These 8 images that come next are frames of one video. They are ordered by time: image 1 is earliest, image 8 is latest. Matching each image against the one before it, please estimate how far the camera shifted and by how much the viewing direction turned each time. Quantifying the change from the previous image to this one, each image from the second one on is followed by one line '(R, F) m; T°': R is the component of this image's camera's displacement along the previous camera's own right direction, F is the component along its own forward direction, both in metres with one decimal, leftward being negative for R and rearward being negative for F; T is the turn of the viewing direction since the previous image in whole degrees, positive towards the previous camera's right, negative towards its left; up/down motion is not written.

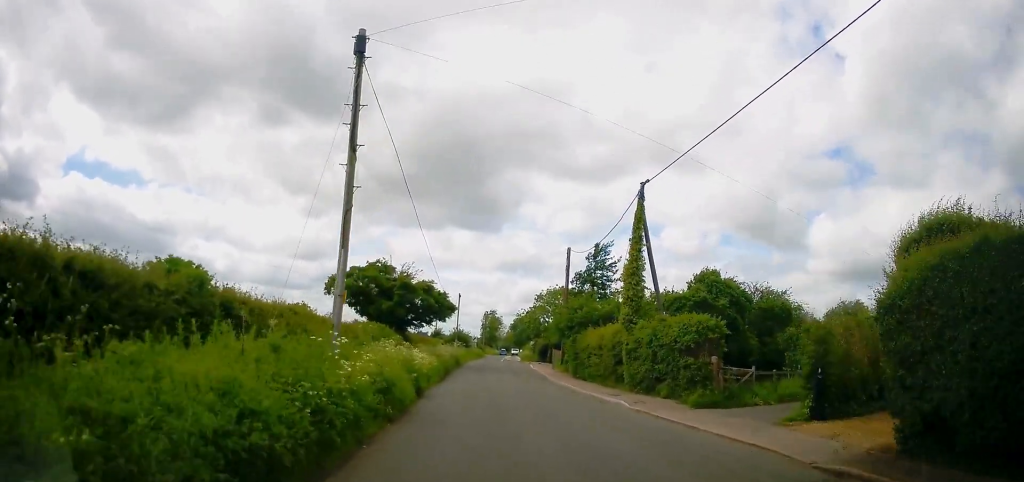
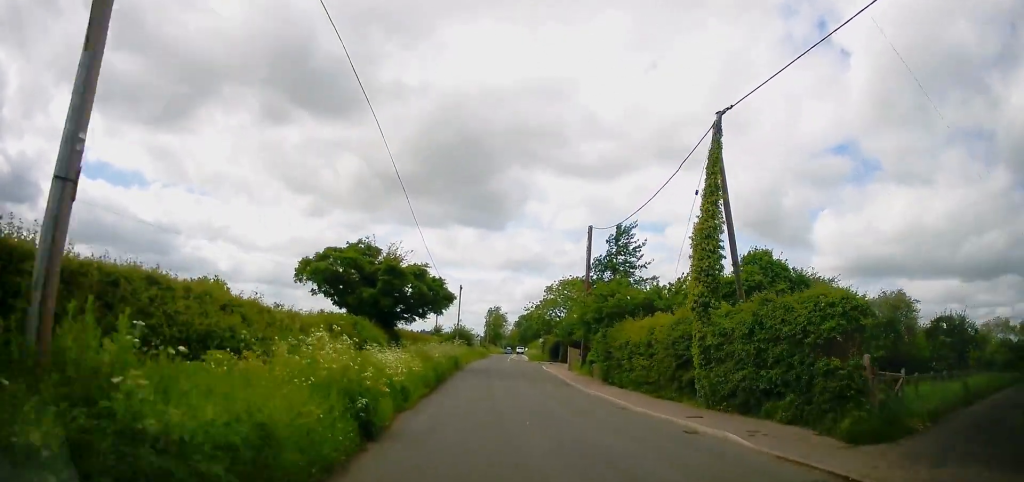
(-0.2, +7.4) m; -1°
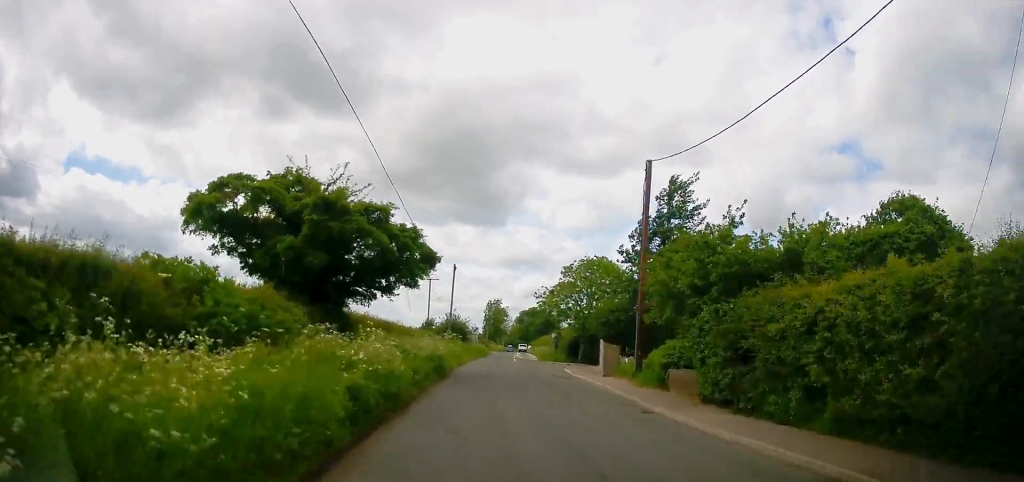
(+0.2, +13.4) m; 0°
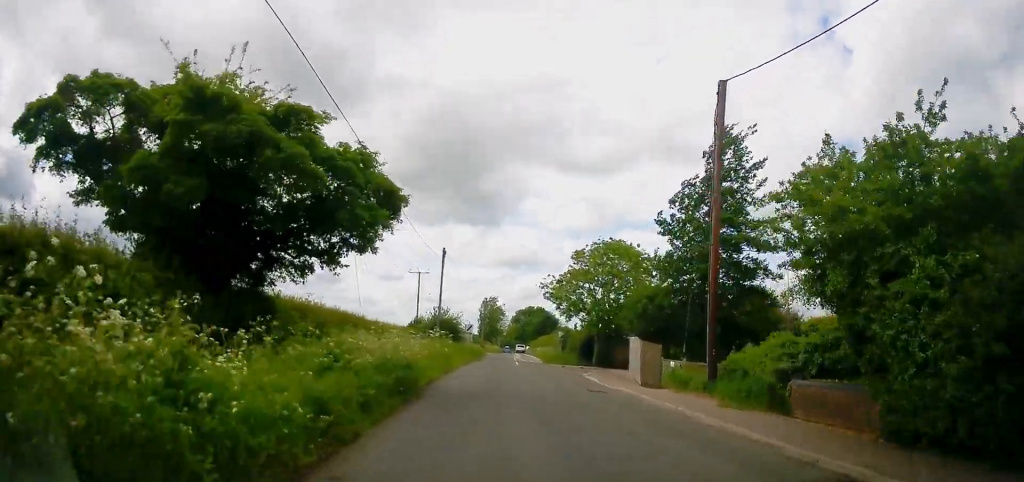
(-0.2, +8.2) m; 0°
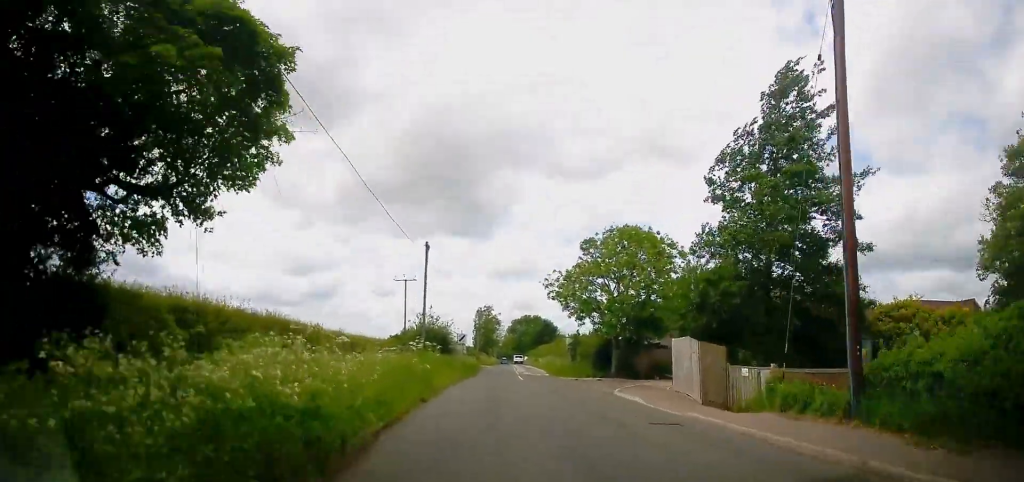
(+0.1, +7.0) m; +1°
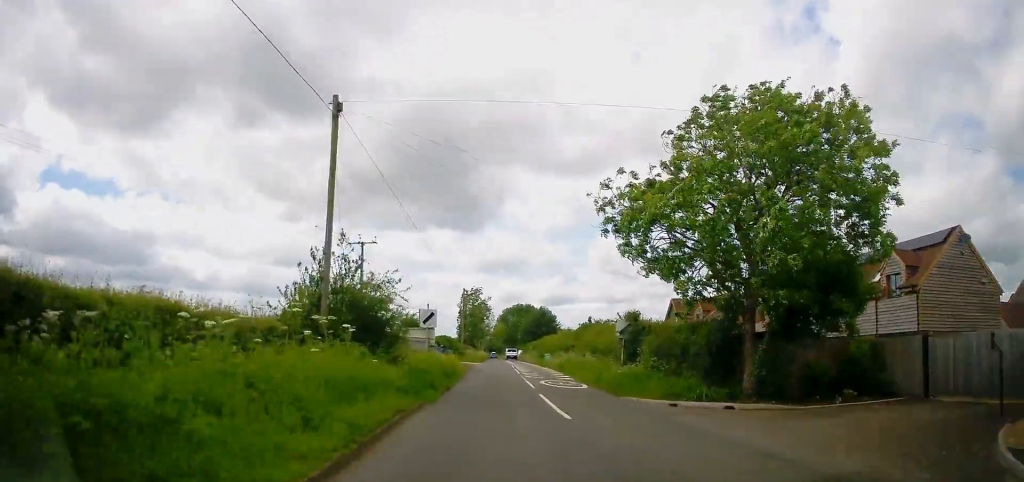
(+0.5, +19.2) m; +2°
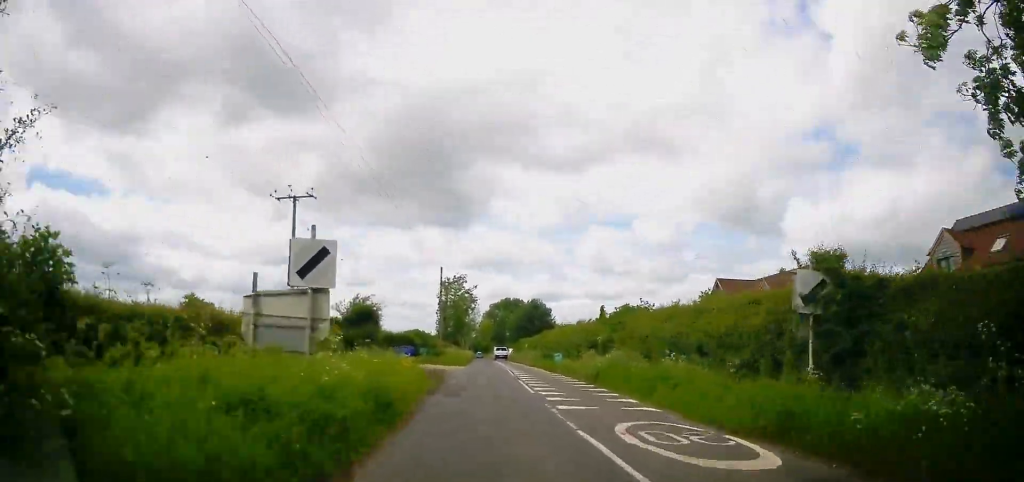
(-0.2, +14.8) m; -1°
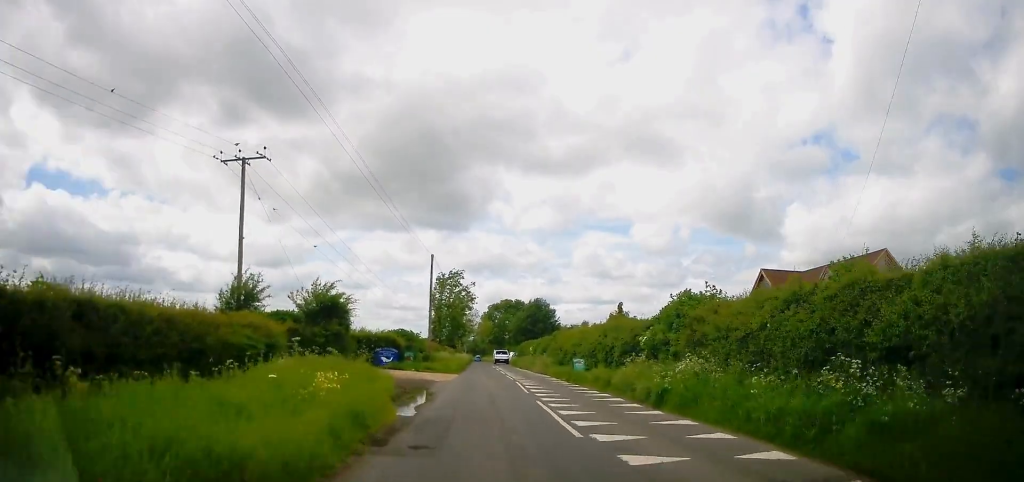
(-0.1, +7.6) m; 0°
